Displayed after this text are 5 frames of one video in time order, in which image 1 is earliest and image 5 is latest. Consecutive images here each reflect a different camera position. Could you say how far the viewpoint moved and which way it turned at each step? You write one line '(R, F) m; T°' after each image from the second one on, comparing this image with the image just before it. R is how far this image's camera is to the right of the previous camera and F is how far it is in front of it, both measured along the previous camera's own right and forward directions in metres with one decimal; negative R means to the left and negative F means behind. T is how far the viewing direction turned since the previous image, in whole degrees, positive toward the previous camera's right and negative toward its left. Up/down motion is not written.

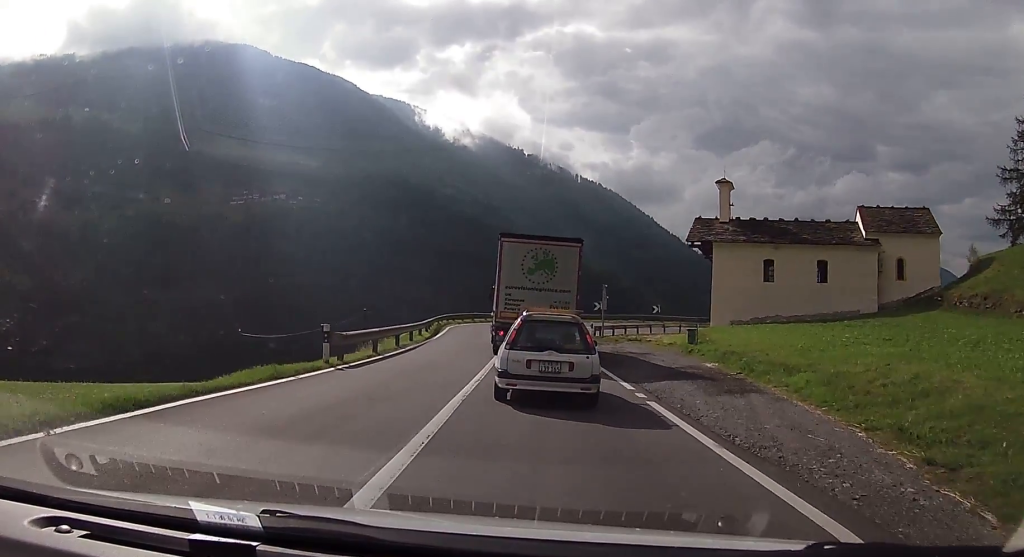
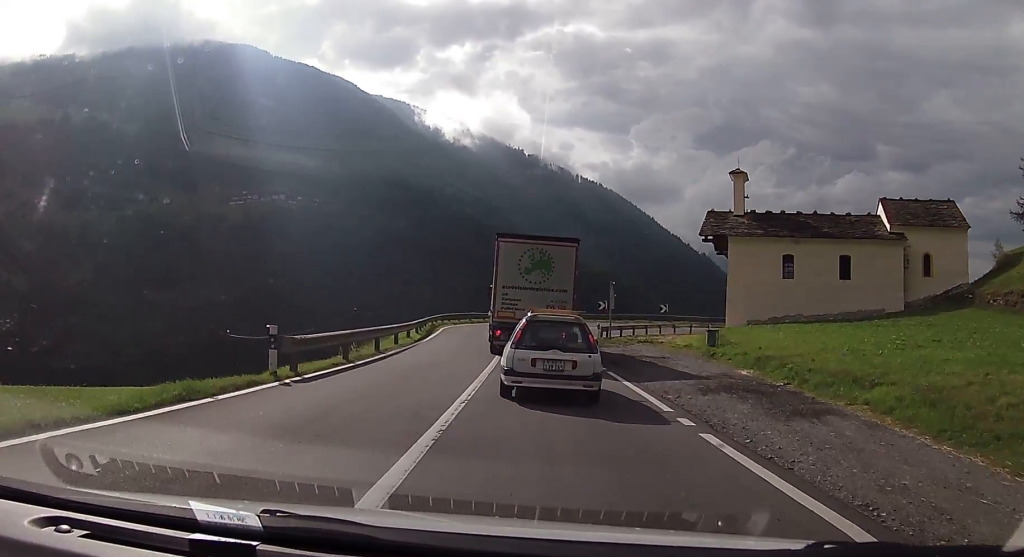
(0.0, +3.8) m; -1°
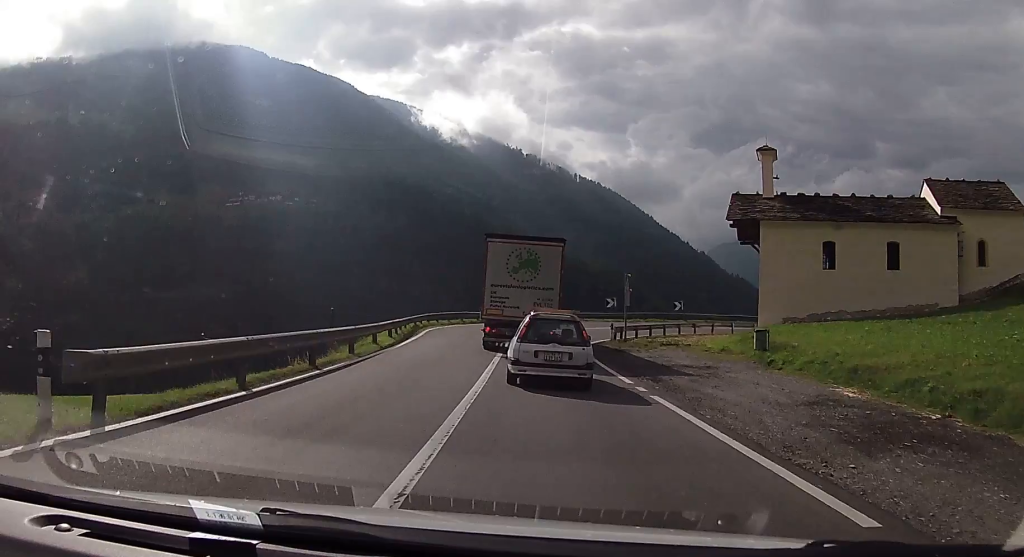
(-0.2, +6.8) m; +2°
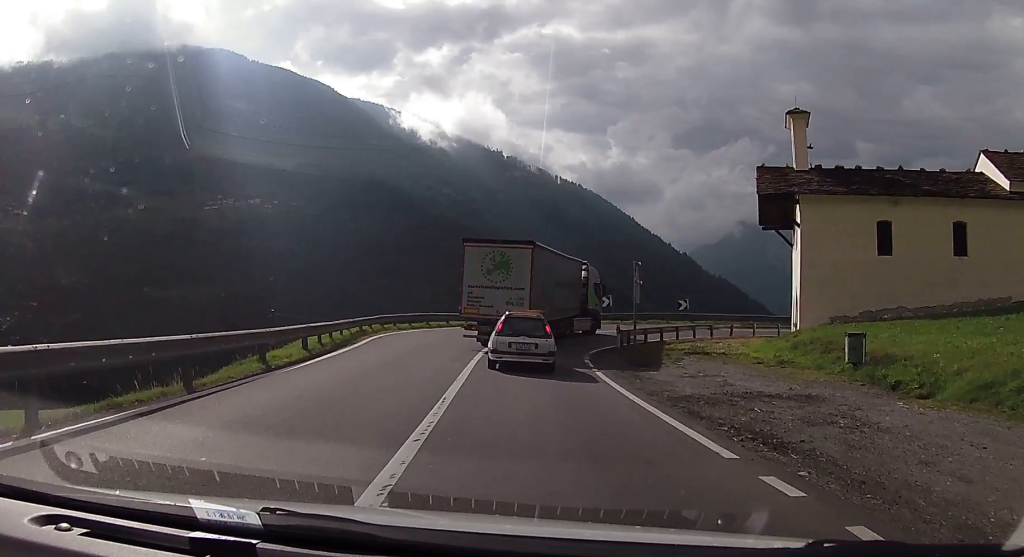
(+0.4, +8.4) m; -1°
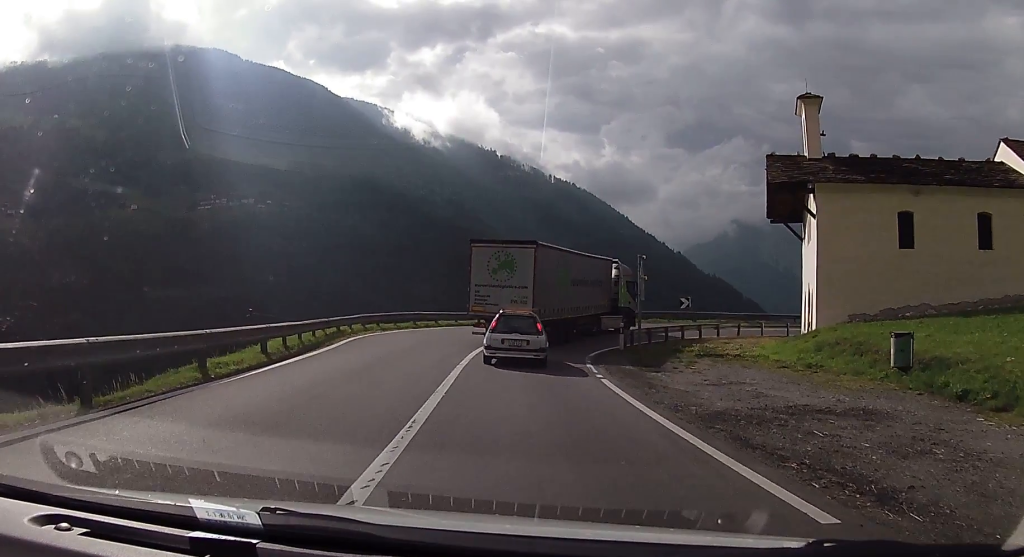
(-0.2, +2.3) m; -3°
